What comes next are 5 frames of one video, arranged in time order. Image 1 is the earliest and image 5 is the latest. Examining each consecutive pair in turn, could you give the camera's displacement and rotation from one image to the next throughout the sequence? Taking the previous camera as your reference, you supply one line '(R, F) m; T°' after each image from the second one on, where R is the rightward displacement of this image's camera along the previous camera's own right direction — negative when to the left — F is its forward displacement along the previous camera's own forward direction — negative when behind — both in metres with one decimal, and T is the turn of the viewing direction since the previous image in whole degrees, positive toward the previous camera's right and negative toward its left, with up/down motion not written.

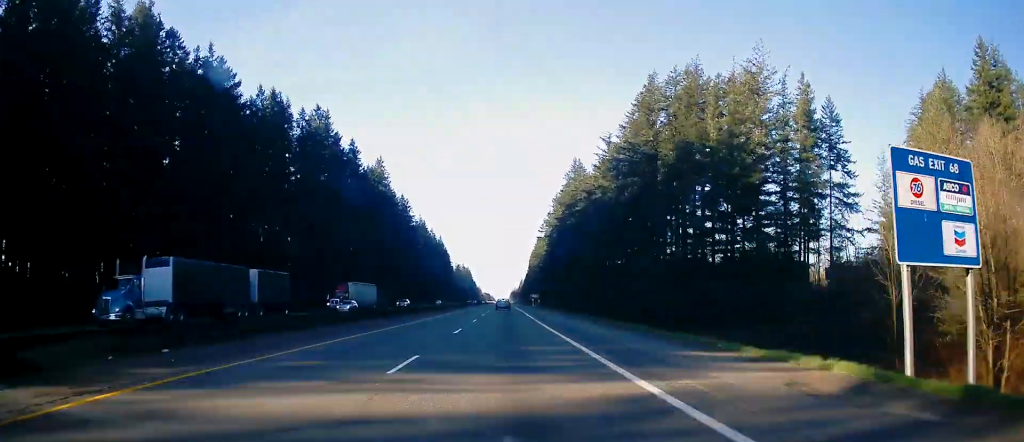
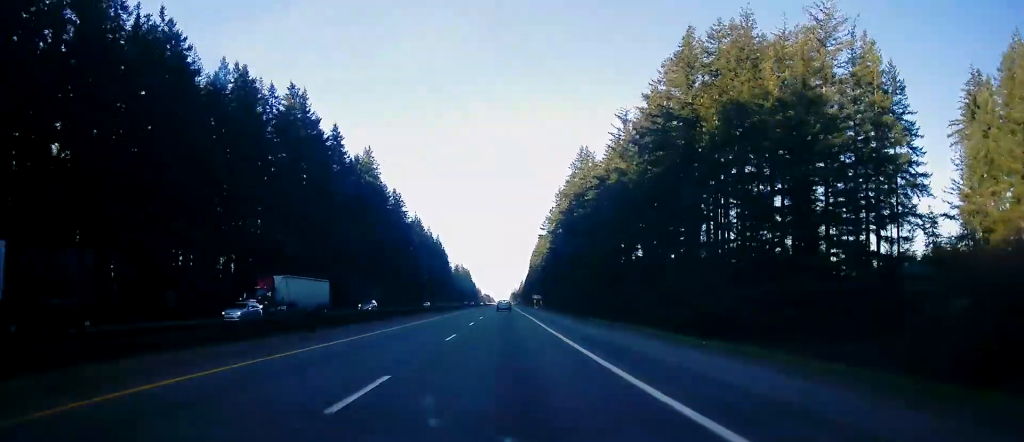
(0.0, +15.5) m; 0°
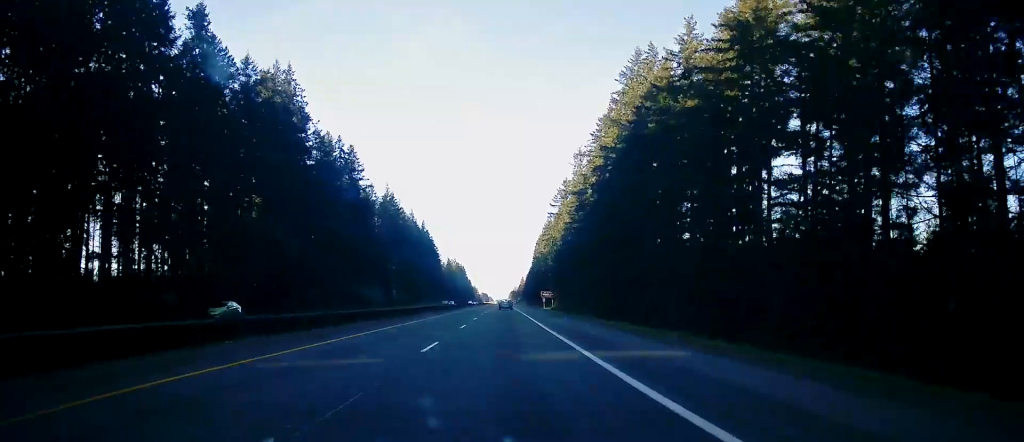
(0.0, +65.5) m; -1°
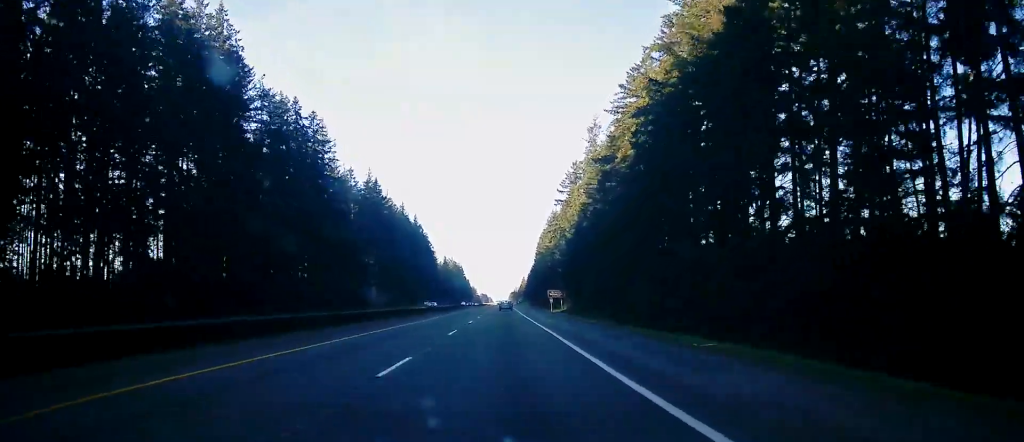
(-0.3, +28.8) m; 0°
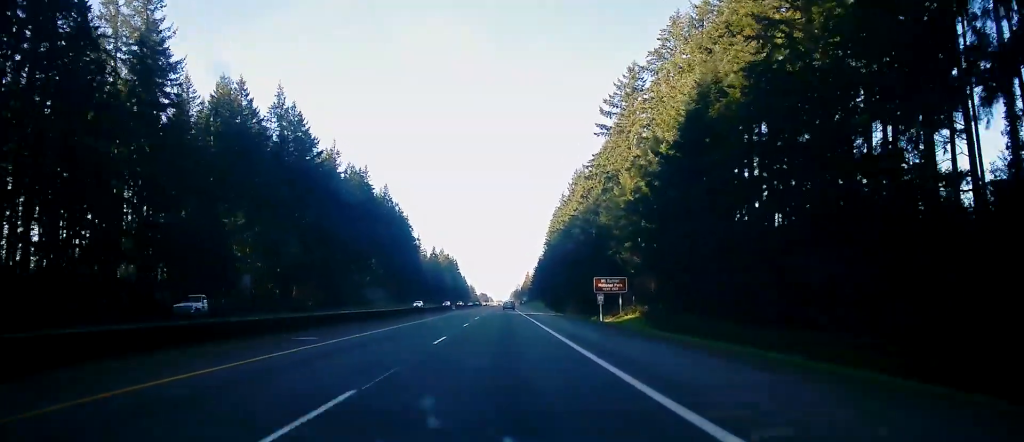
(+0.8, +77.4) m; +1°
